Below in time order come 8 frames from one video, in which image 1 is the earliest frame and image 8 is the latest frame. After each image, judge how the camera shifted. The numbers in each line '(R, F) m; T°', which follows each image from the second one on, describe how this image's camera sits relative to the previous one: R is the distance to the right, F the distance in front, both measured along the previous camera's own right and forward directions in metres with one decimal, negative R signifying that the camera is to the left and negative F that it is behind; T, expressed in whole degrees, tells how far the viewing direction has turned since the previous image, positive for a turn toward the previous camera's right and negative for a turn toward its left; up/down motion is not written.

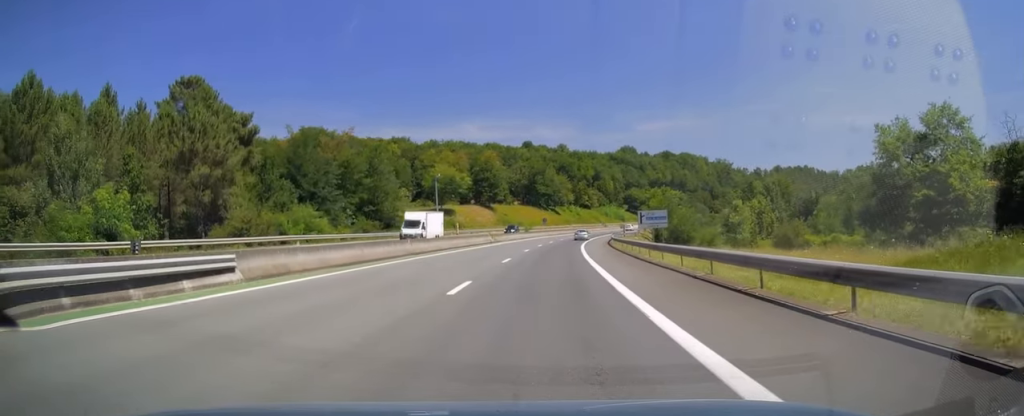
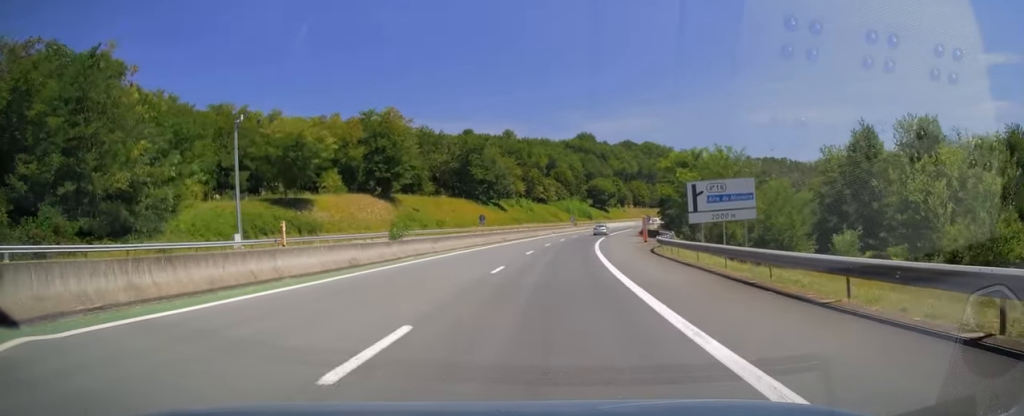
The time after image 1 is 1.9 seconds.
(+1.3, +58.9) m; +4°
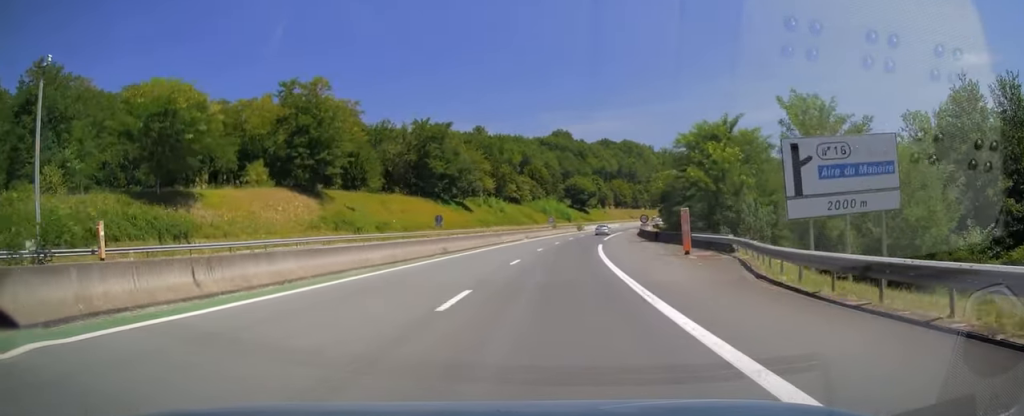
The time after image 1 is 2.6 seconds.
(+0.3, +20.9) m; +2°
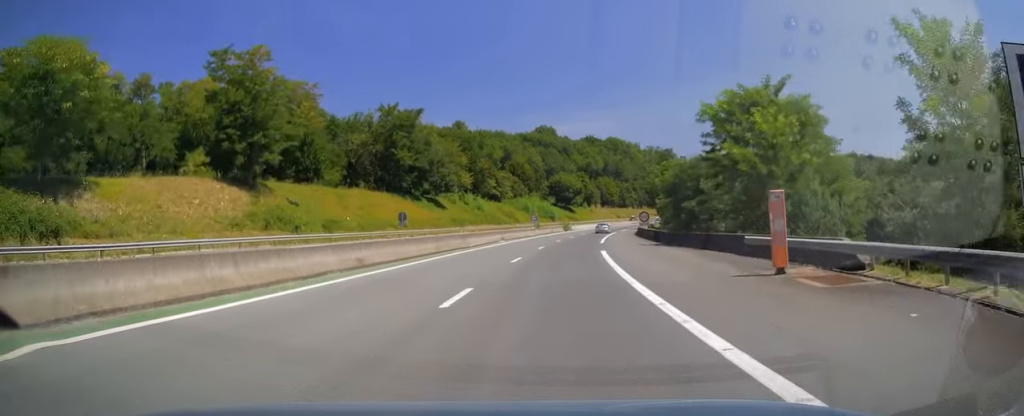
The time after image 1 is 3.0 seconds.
(+0.2, +12.7) m; +2°
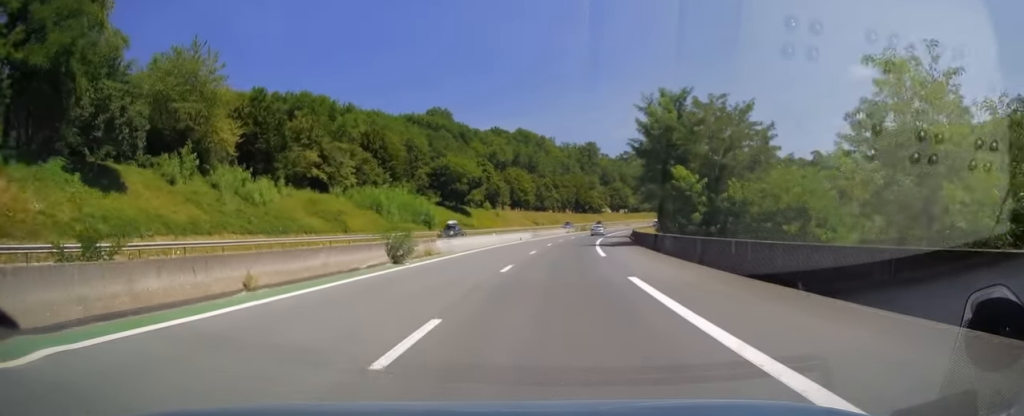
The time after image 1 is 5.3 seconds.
(+5.1, +68.5) m; +9°
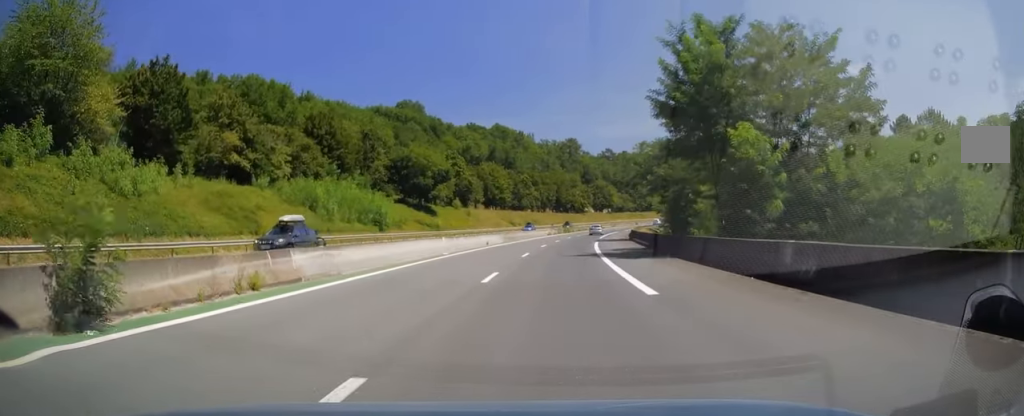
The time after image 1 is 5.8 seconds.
(+0.5, +16.3) m; +2°
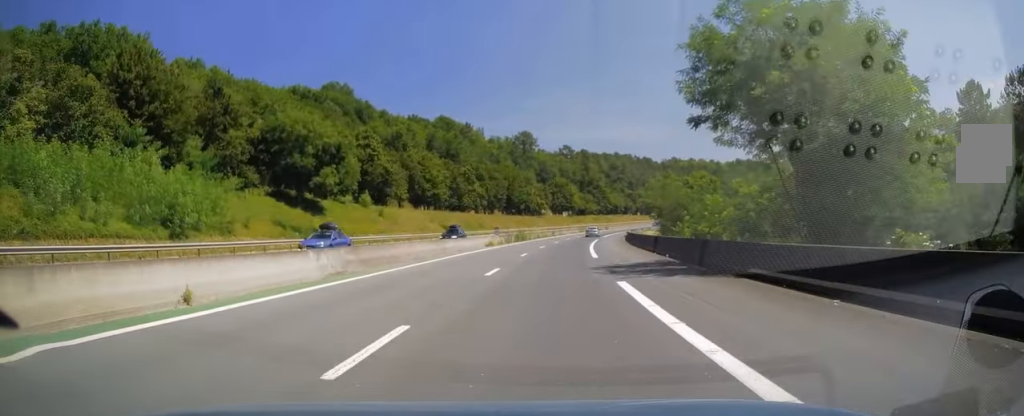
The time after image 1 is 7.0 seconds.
(+1.2, +35.5) m; +4°
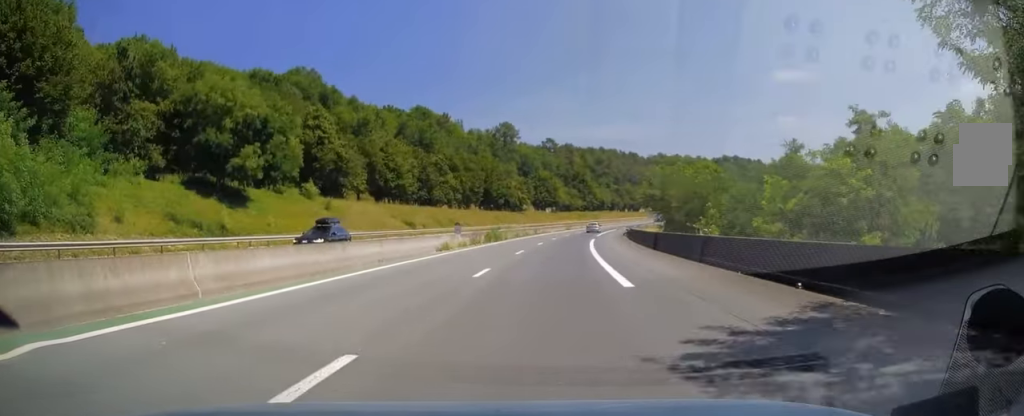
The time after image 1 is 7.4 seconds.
(+0.1, +14.9) m; +2°
